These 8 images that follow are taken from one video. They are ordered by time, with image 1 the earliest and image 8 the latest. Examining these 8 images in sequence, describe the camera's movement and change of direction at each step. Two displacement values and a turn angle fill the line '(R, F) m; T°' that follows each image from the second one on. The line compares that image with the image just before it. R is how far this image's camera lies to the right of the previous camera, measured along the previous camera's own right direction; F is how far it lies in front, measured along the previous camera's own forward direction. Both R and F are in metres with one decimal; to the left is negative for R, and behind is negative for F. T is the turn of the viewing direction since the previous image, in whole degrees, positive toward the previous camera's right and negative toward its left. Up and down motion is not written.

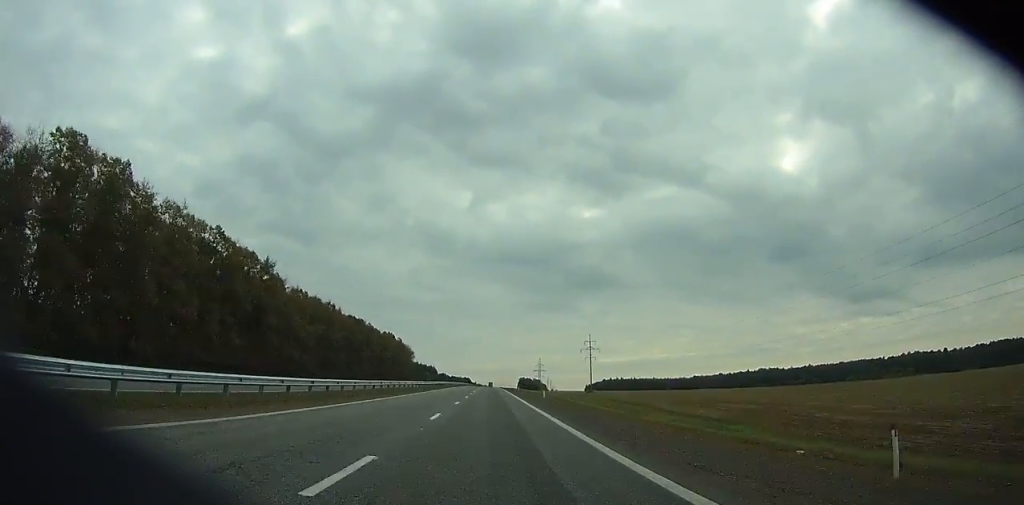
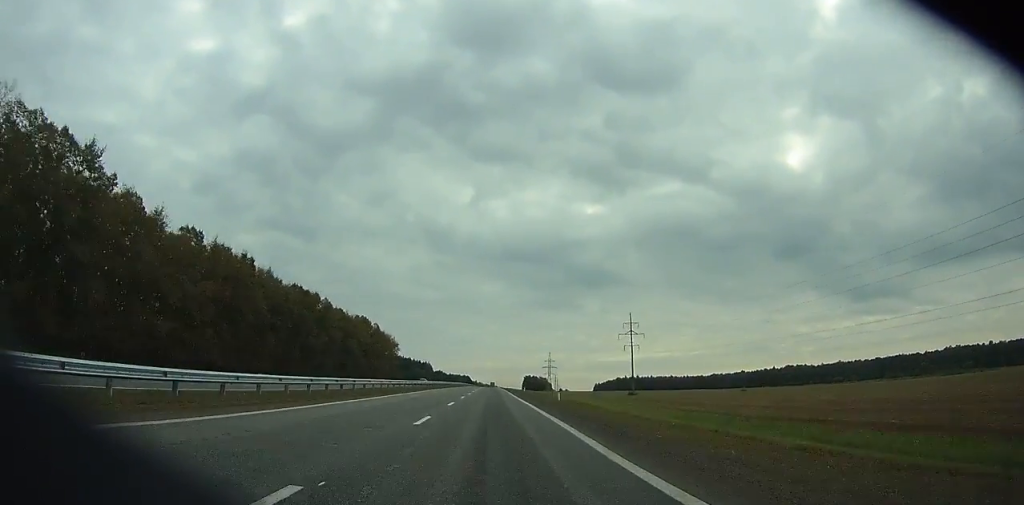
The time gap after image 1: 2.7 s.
(+0.1, +62.3) m; 0°
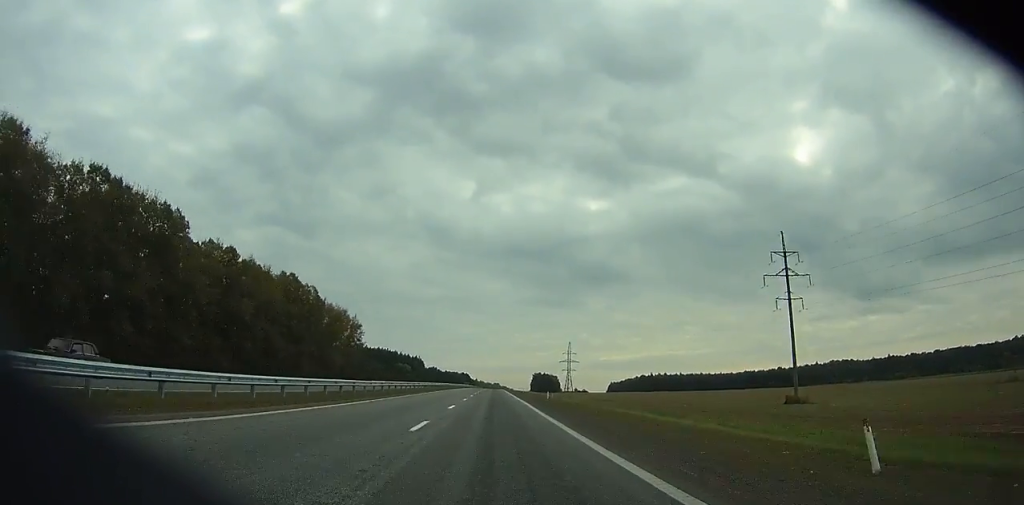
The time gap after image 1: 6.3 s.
(+0.1, +84.4) m; 0°
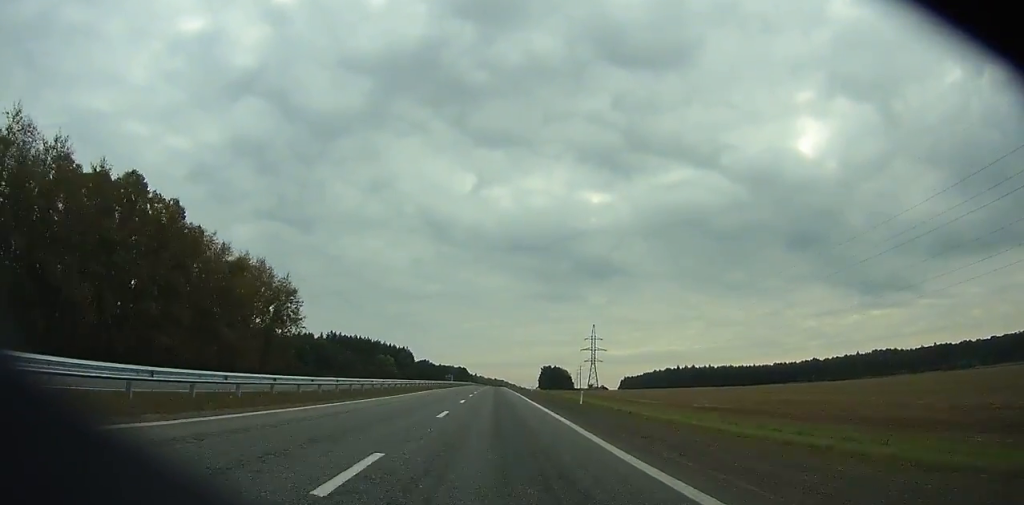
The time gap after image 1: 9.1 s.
(-0.2, +66.8) m; 0°
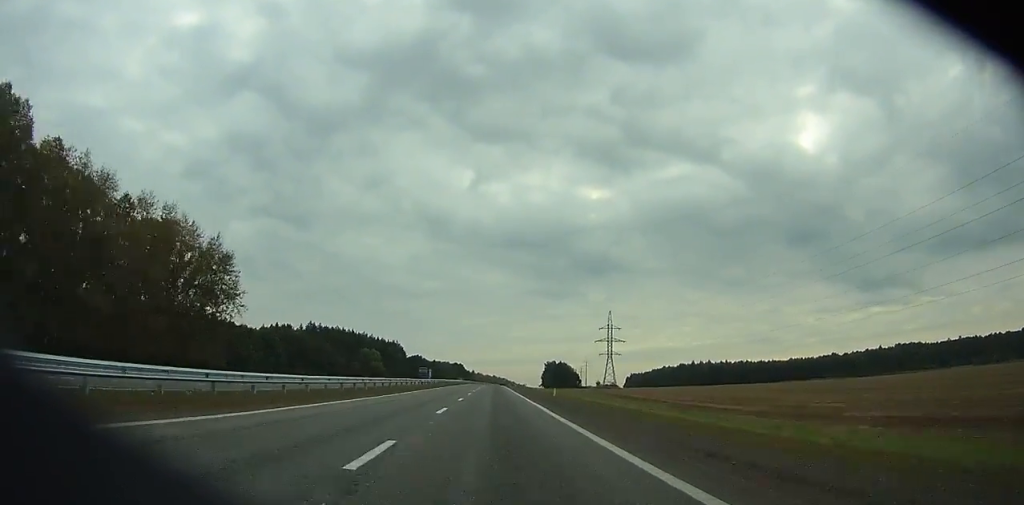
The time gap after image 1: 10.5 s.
(-0.1, +33.7) m; 0°
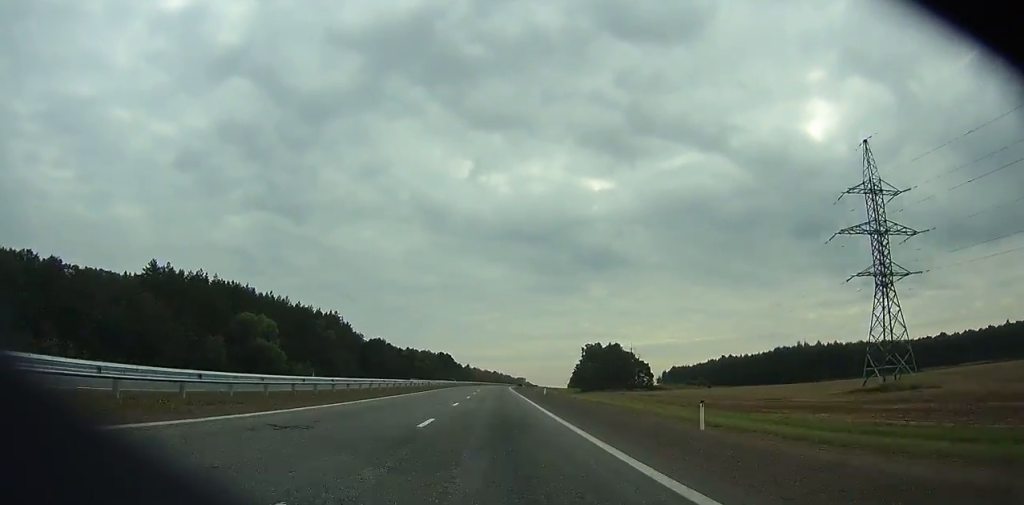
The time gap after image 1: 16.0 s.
(+0.1, +135.2) m; 0°
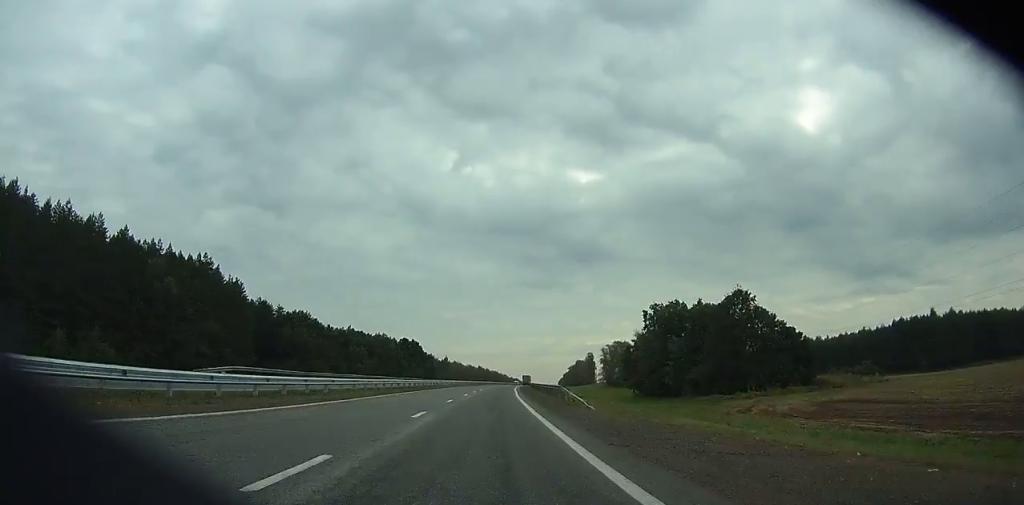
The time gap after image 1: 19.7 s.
(+0.2, +92.2) m; +1°
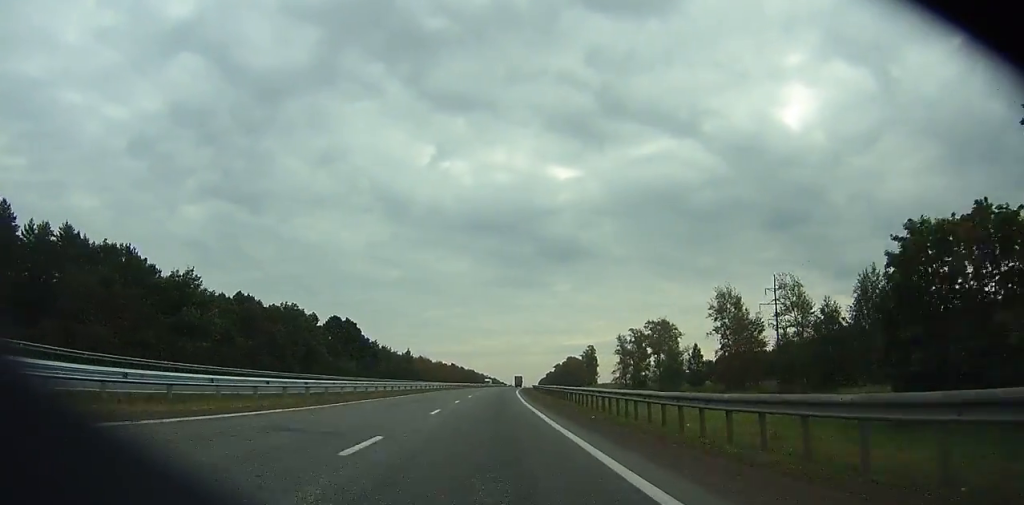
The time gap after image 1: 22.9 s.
(+1.0, +80.1) m; +2°
